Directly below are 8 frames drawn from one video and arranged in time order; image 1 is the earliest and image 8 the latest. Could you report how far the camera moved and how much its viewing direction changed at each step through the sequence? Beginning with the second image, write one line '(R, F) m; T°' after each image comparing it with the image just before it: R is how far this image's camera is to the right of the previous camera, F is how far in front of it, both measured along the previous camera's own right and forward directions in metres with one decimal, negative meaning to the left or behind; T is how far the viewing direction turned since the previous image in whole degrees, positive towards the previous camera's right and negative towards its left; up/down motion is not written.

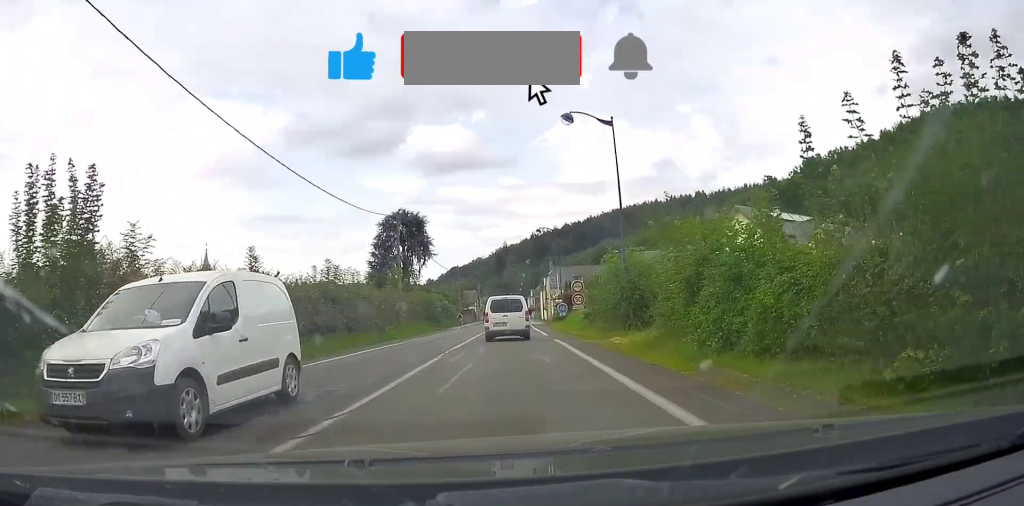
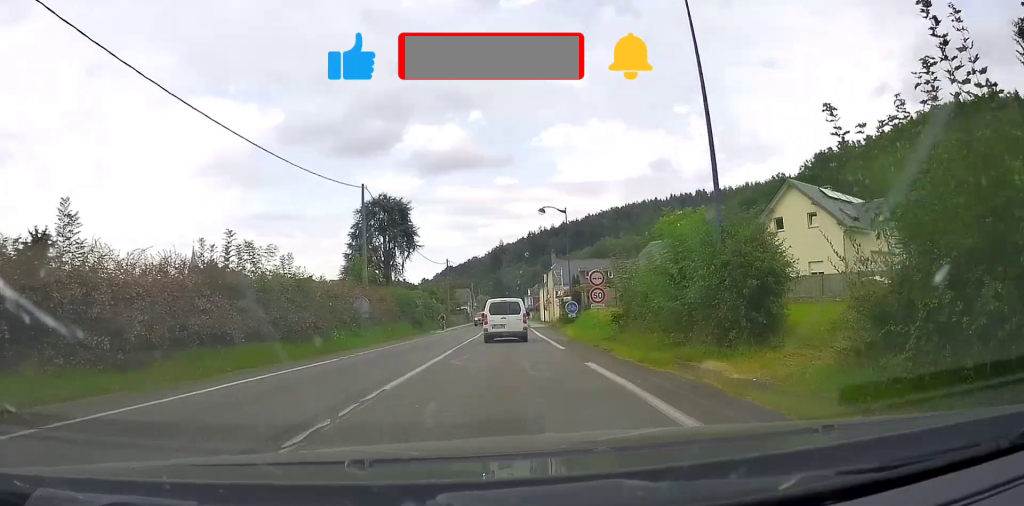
(+0.2, +11.3) m; +2°
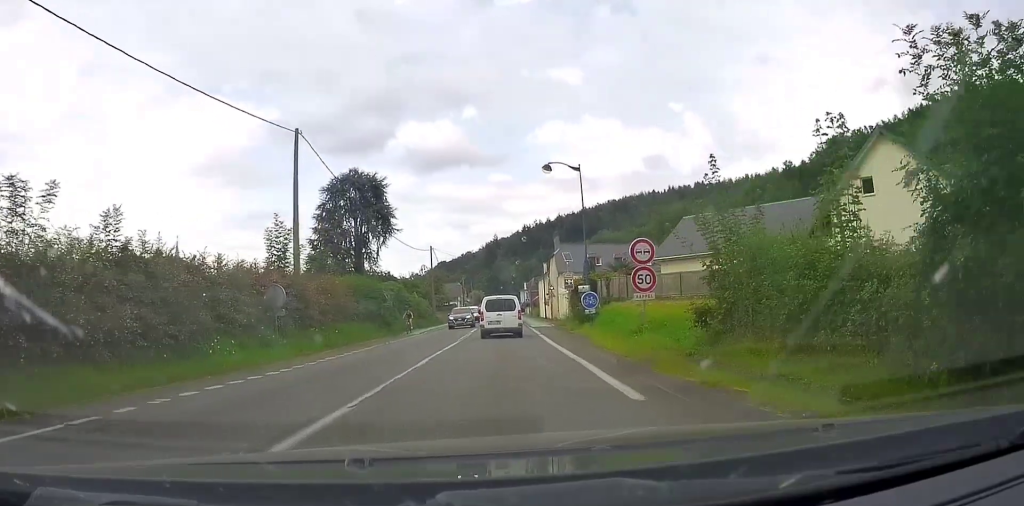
(+0.2, +12.3) m; +1°
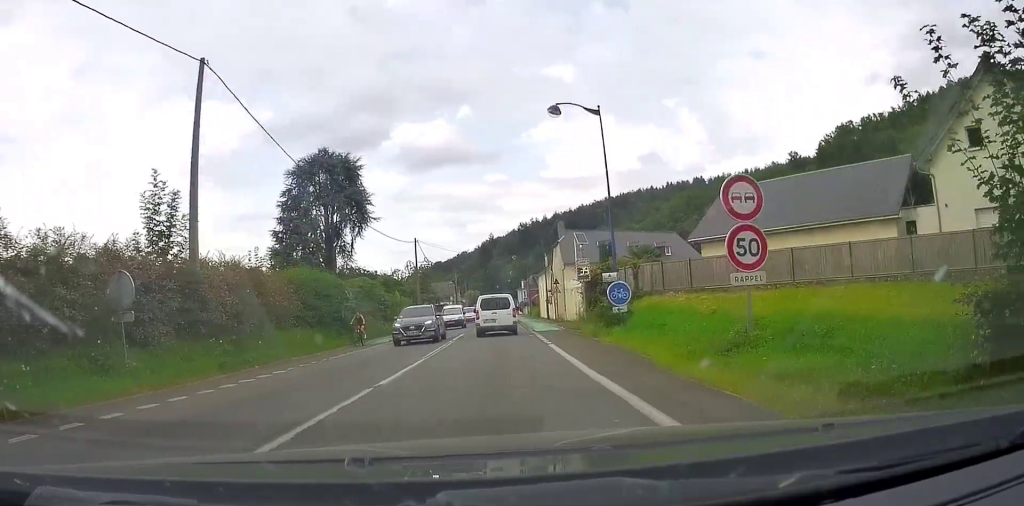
(0.0, +9.0) m; -1°
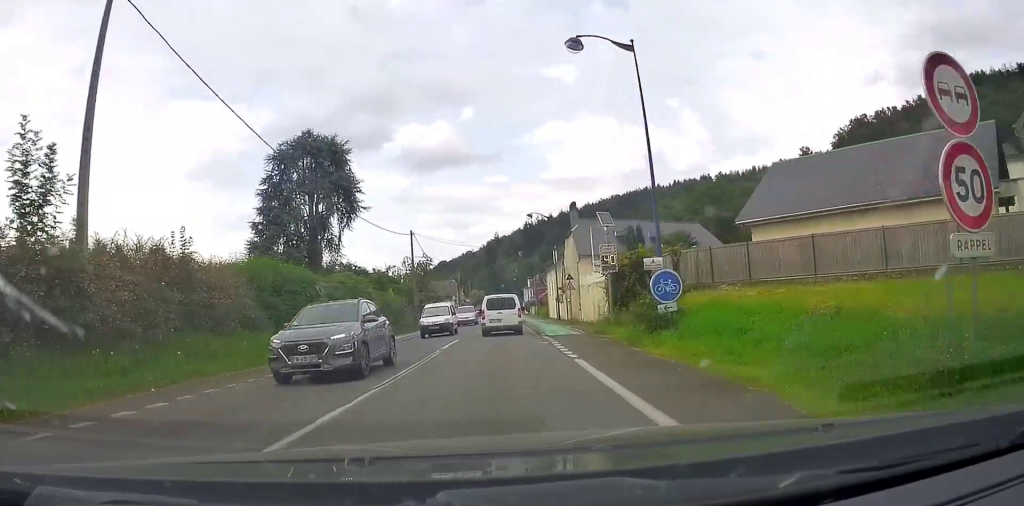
(0.0, +5.6) m; -1°
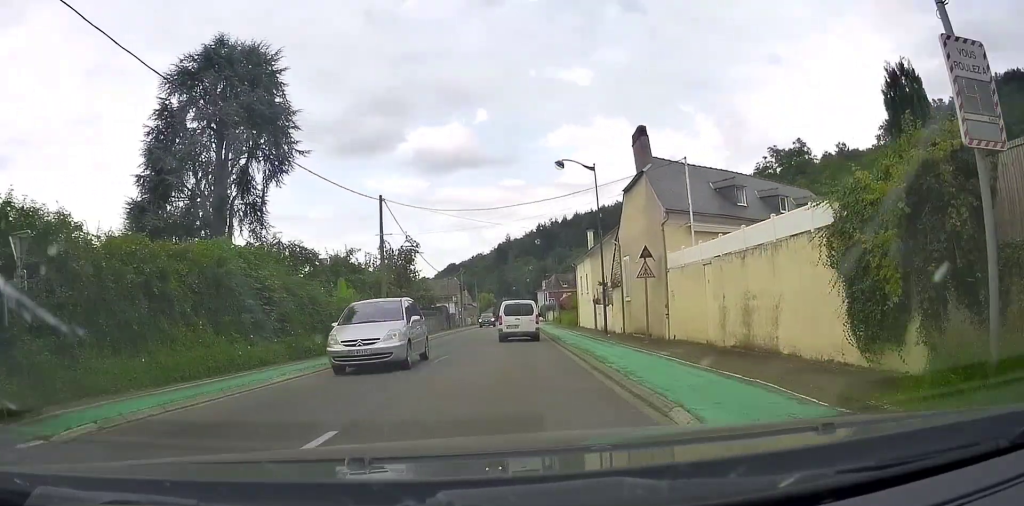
(-0.1, +17.1) m; +1°
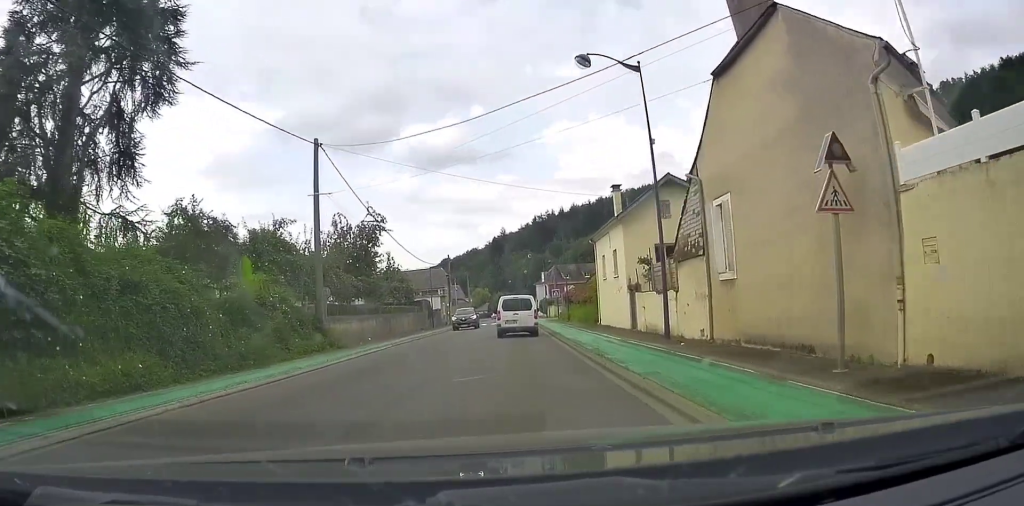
(+0.2, +11.1) m; 0°
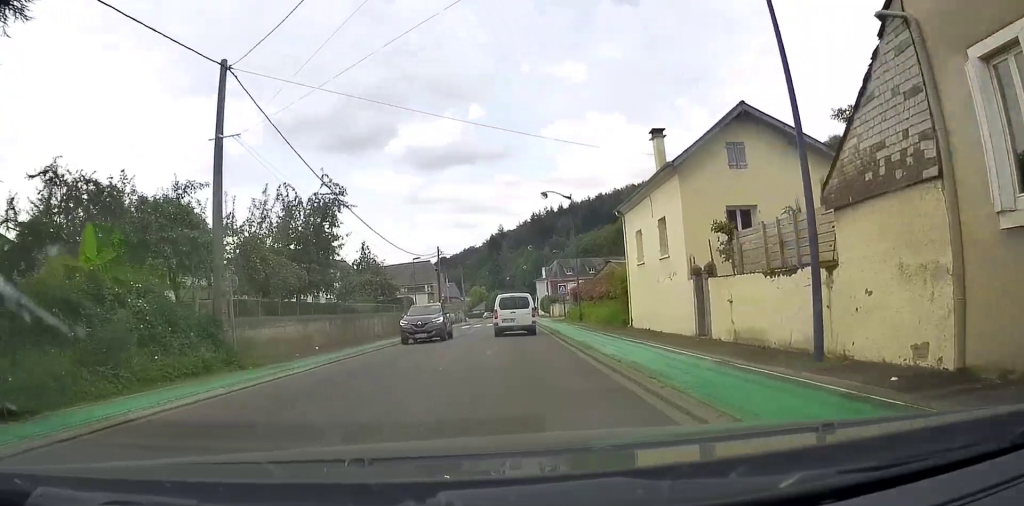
(0.0, +8.3) m; -1°
